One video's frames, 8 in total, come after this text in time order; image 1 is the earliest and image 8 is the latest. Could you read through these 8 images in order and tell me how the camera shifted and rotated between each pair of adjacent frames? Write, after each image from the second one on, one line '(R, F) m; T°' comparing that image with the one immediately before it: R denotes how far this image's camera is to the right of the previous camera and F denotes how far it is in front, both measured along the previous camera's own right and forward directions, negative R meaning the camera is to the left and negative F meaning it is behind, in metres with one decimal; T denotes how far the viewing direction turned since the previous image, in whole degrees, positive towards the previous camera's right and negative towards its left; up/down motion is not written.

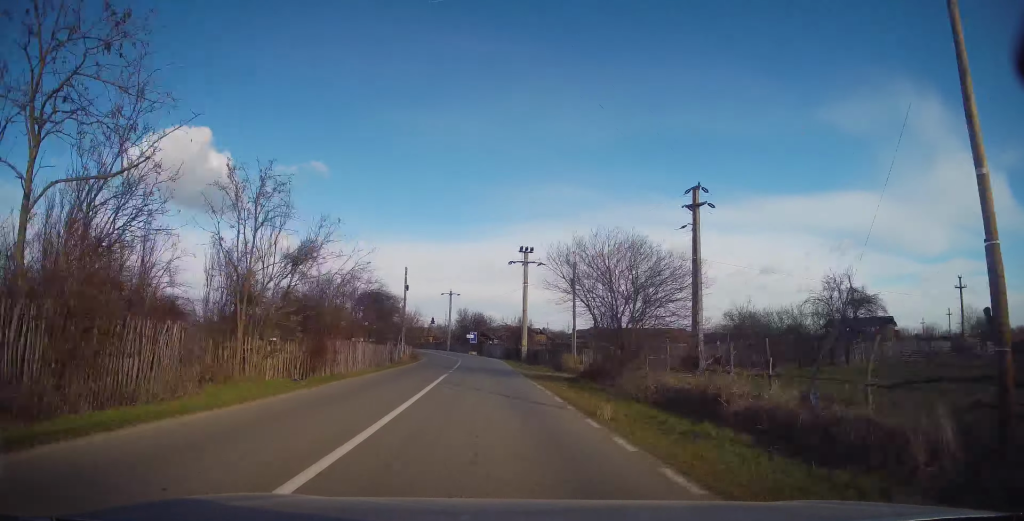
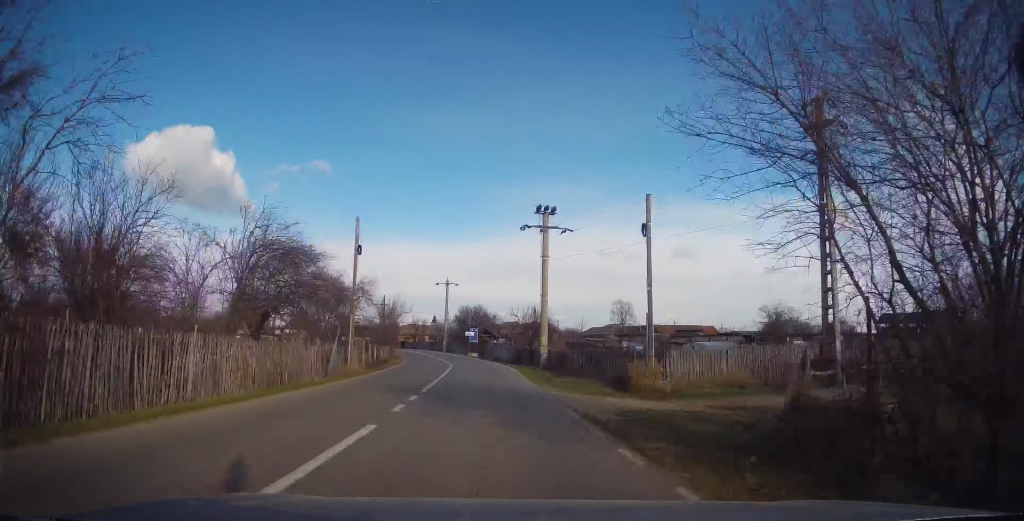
(-0.2, +14.6) m; -1°
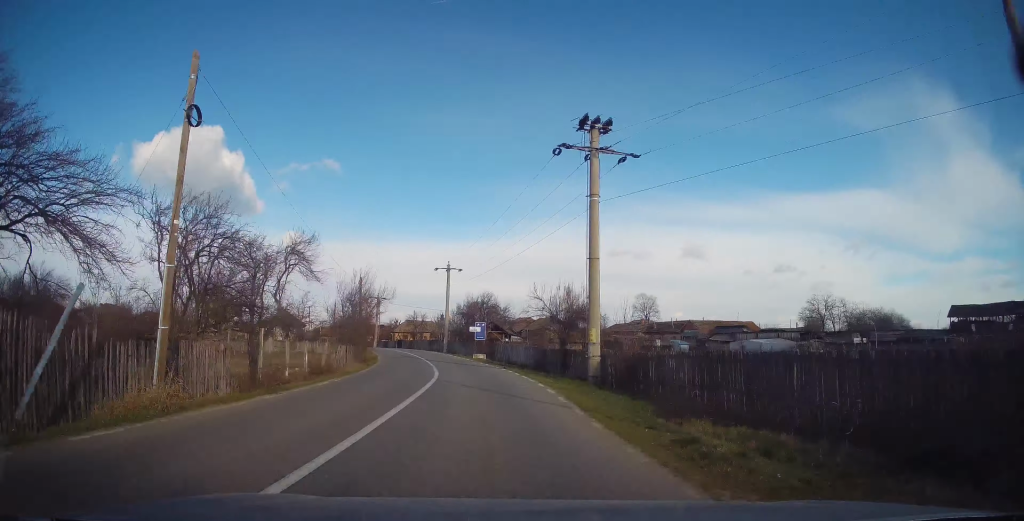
(+0.1, +14.4) m; -2°
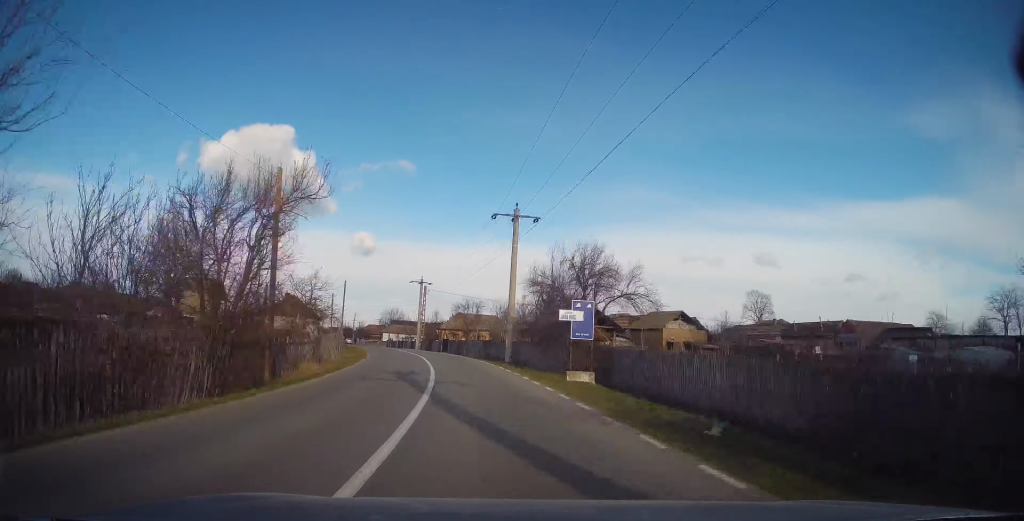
(-1.3, +26.6) m; -6°
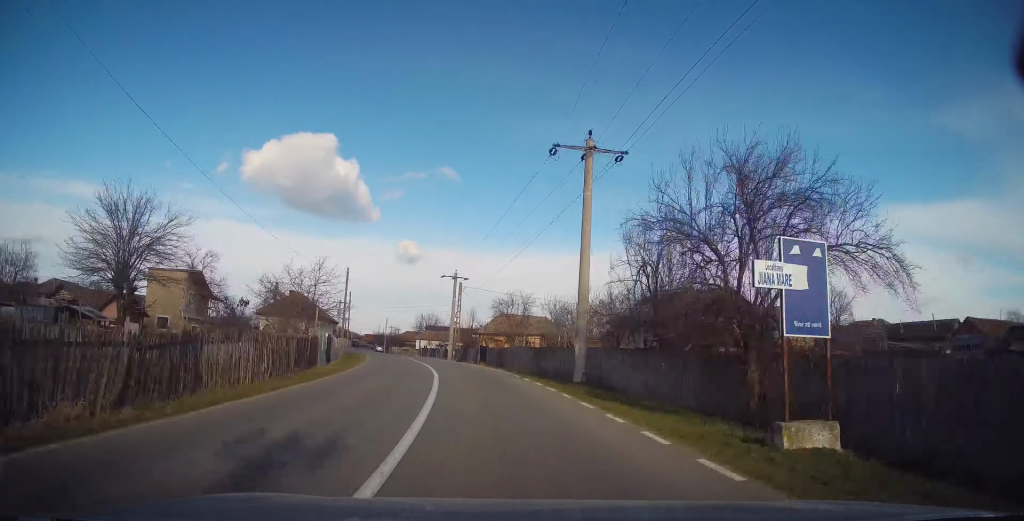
(-0.5, +13.4) m; -5°
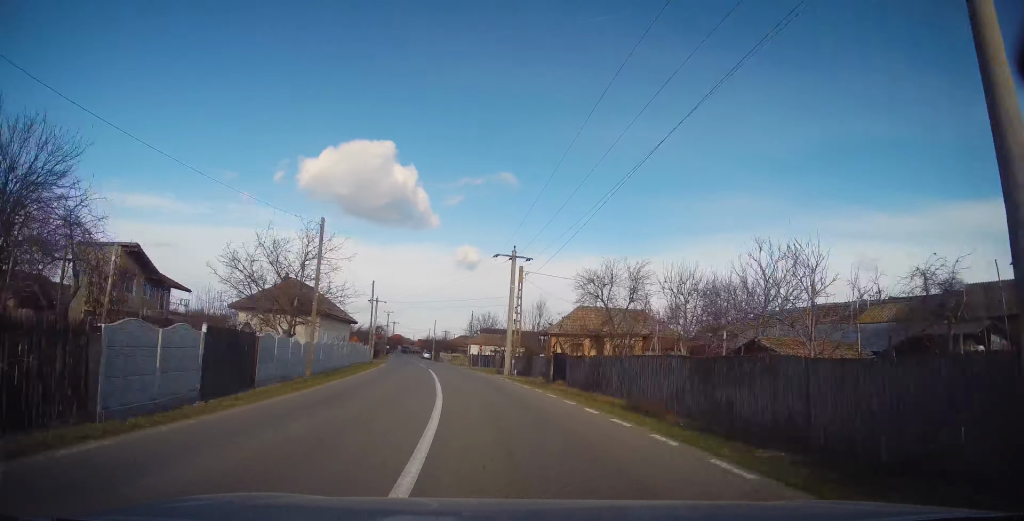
(-1.1, +17.4) m; -6°
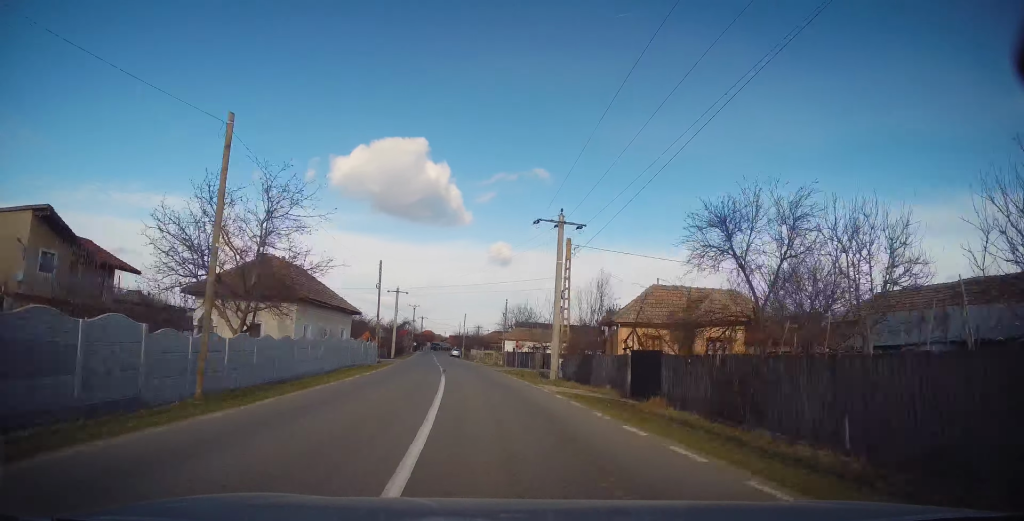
(-0.1, +10.8) m; -3°
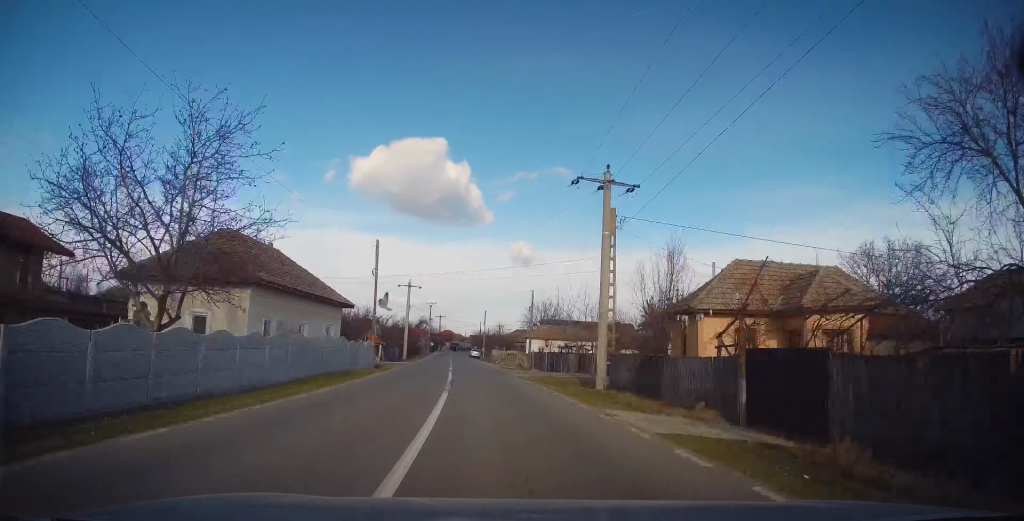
(-0.4, +8.5) m; -2°
